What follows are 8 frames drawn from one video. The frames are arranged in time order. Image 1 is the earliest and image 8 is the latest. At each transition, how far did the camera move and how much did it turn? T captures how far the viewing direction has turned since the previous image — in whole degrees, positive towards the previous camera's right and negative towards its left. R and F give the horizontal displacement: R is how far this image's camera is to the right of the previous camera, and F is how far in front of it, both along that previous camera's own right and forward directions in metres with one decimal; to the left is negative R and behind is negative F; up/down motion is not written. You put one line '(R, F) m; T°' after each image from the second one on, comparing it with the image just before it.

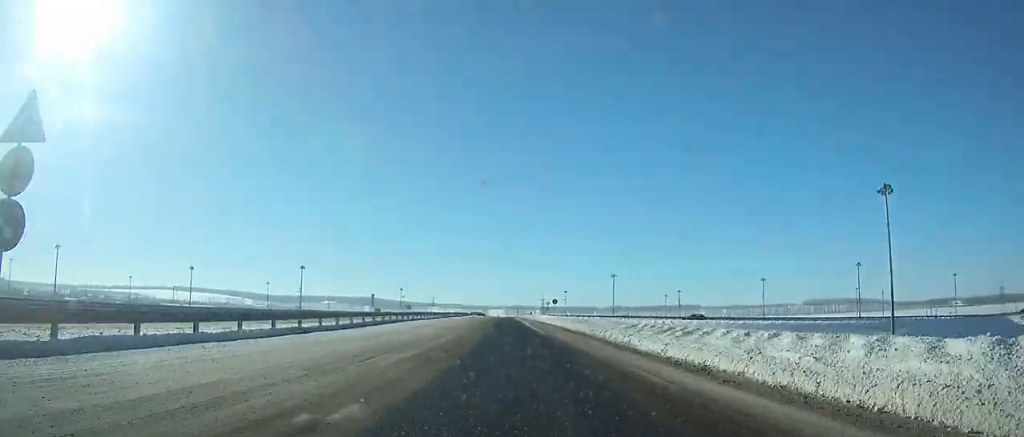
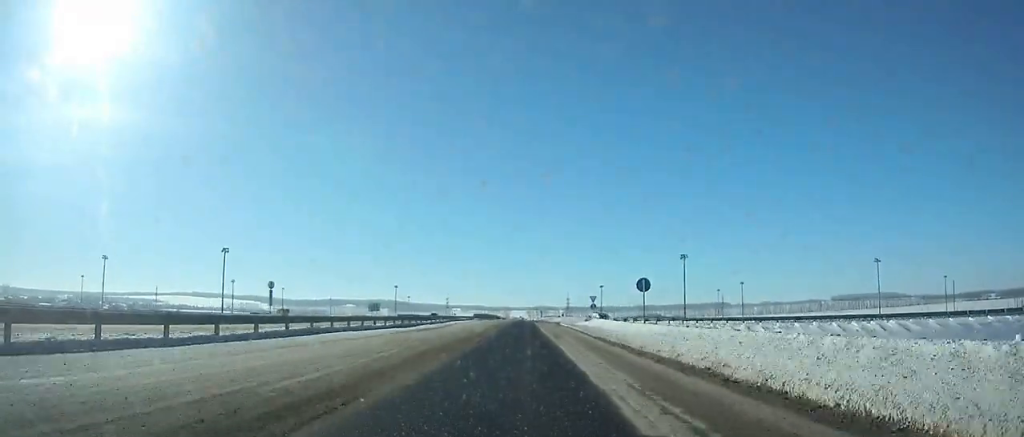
(-1.2, +57.2) m; -2°
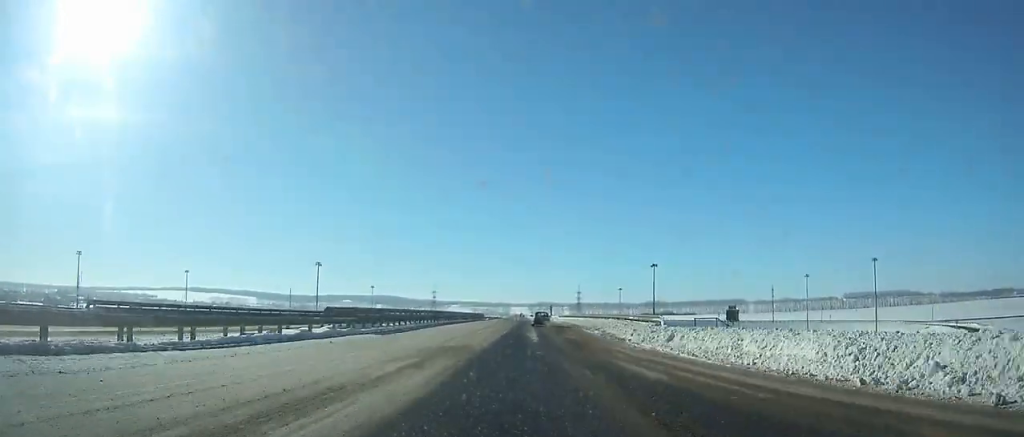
(-0.1, +93.5) m; 0°
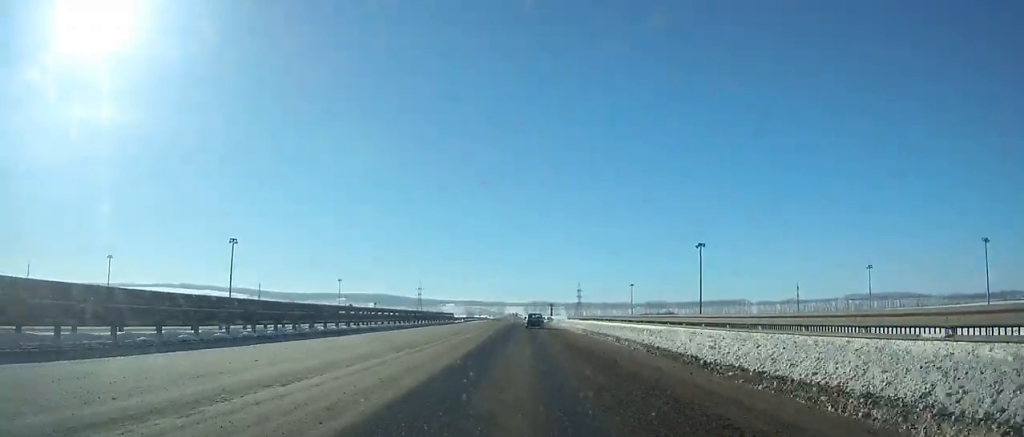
(0.0, +42.3) m; 0°
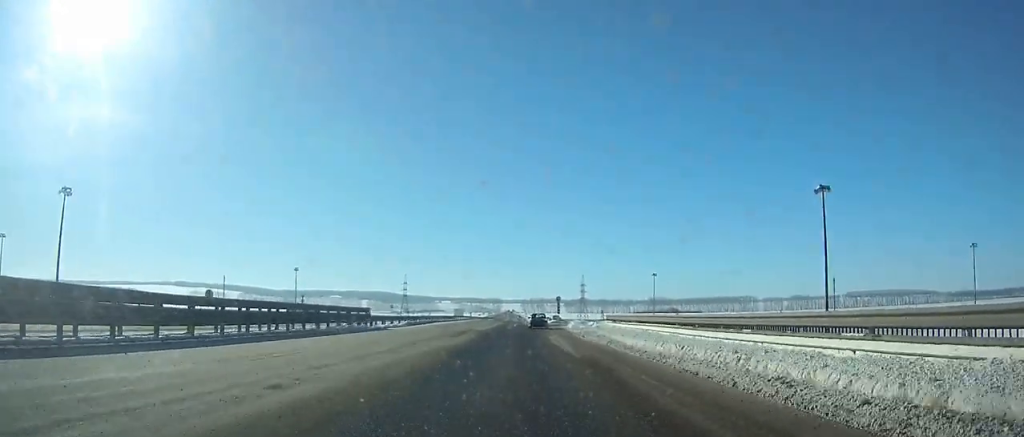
(+0.3, +44.0) m; 0°
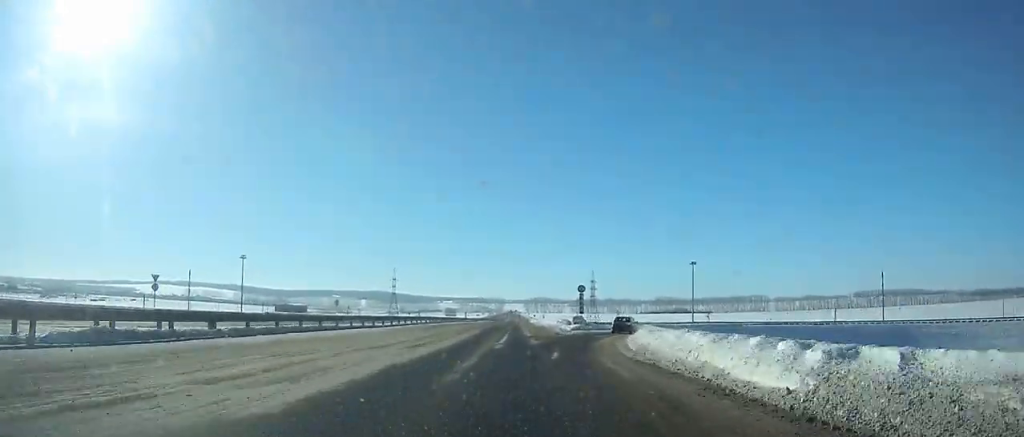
(+0.1, +37.8) m; +1°
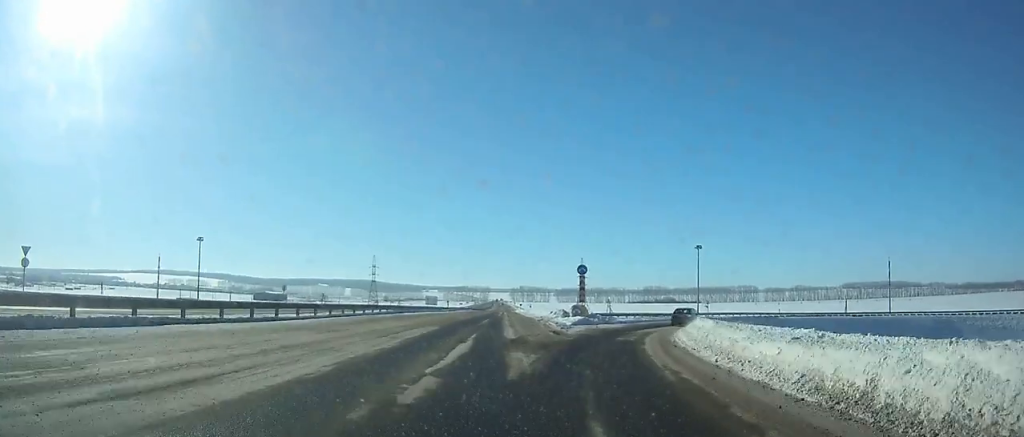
(+0.1, +12.9) m; 0°
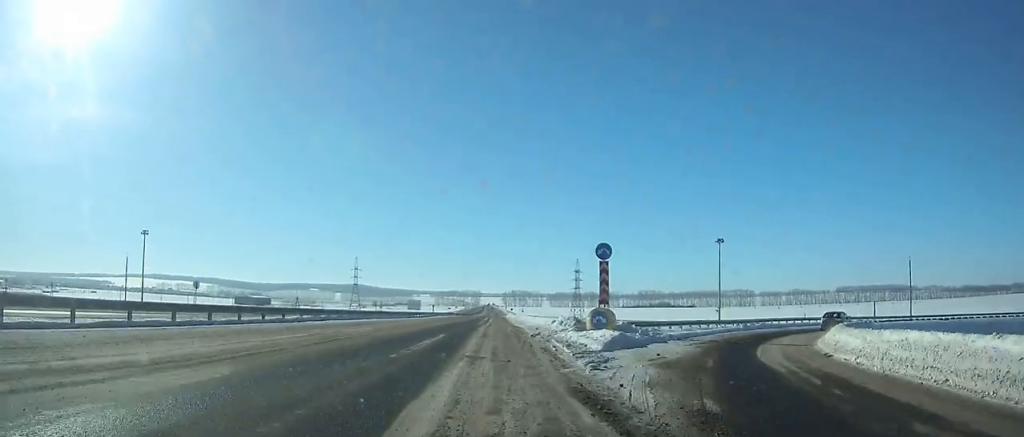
(+0.1, +17.5) m; +1°
